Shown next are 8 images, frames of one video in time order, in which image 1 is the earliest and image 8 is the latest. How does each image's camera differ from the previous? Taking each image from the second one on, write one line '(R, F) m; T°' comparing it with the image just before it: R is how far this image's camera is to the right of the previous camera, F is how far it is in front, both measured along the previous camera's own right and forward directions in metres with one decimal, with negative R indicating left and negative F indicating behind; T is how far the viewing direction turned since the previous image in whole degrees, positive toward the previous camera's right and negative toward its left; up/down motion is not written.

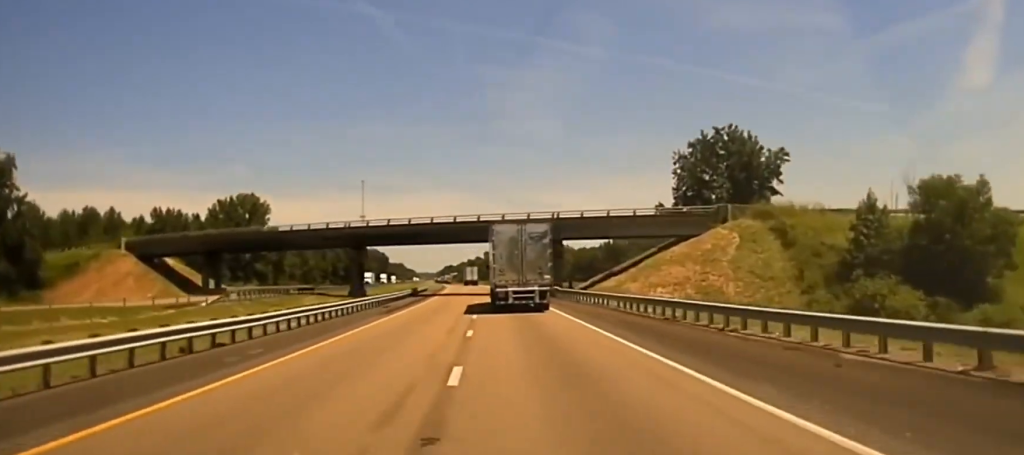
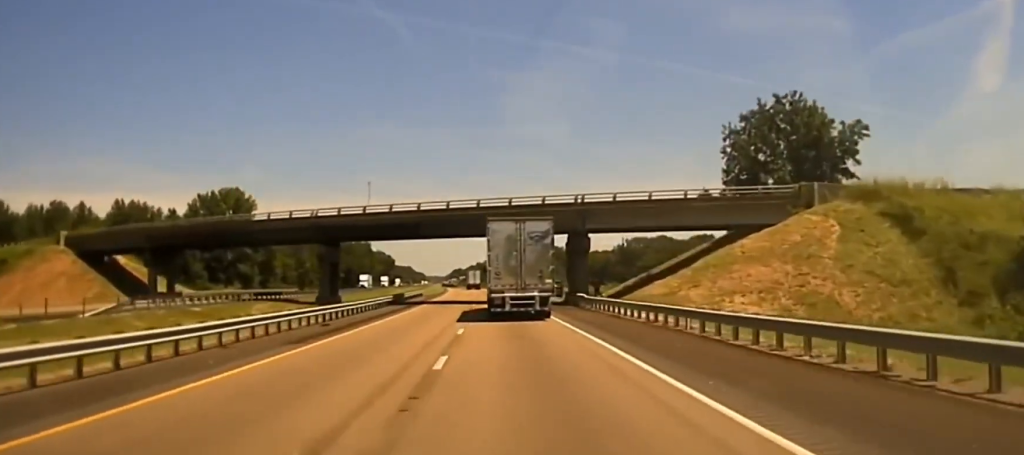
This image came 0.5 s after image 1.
(-0.3, +27.8) m; -1°
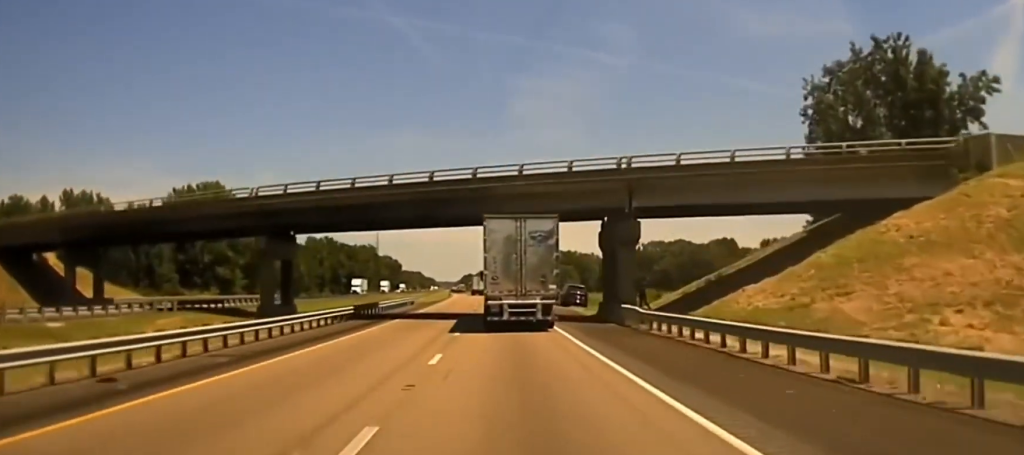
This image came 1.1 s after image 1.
(-0.3, +27.1) m; -1°
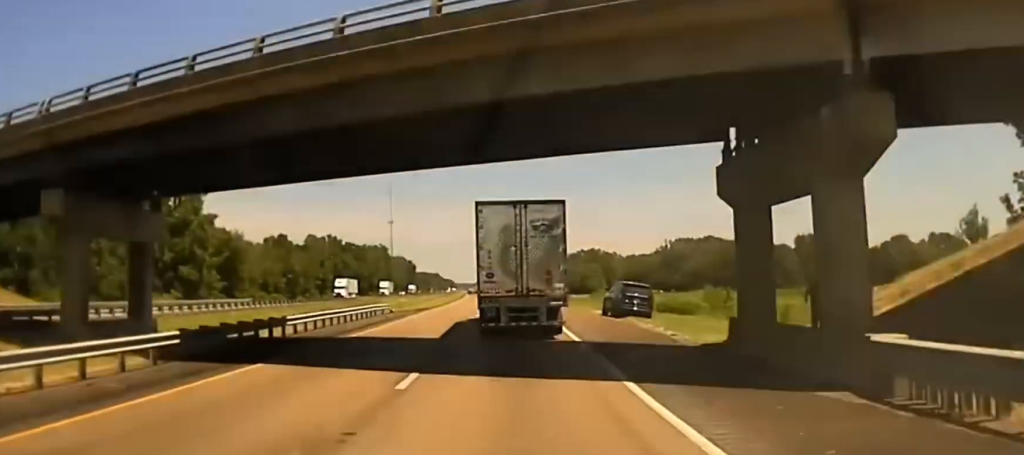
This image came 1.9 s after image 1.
(-0.3, +35.6) m; -2°
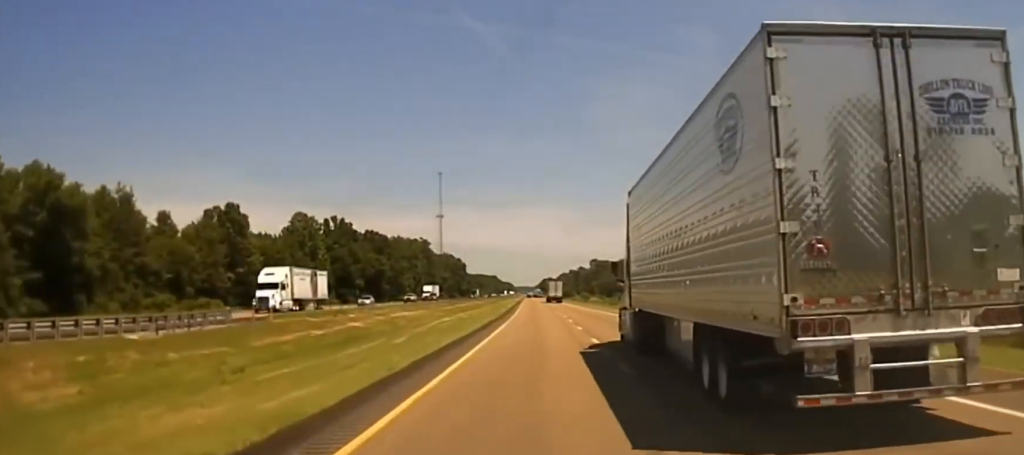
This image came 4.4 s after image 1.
(-3.2, +89.6) m; -2°
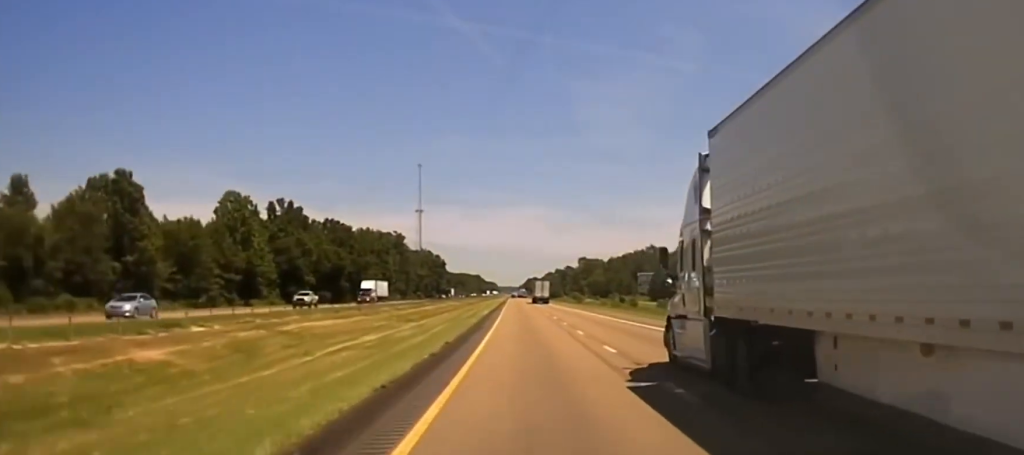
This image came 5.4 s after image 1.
(+0.3, +37.6) m; +1°
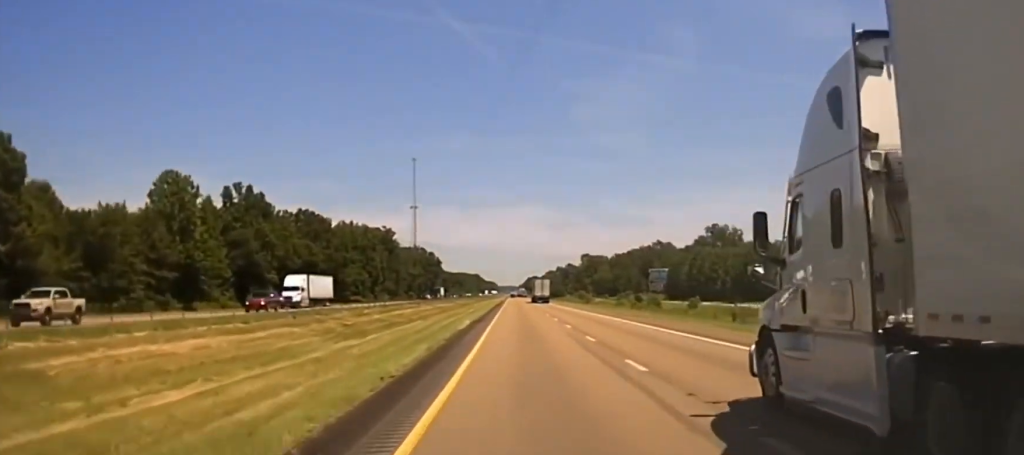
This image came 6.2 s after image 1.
(0.0, +33.1) m; 0°
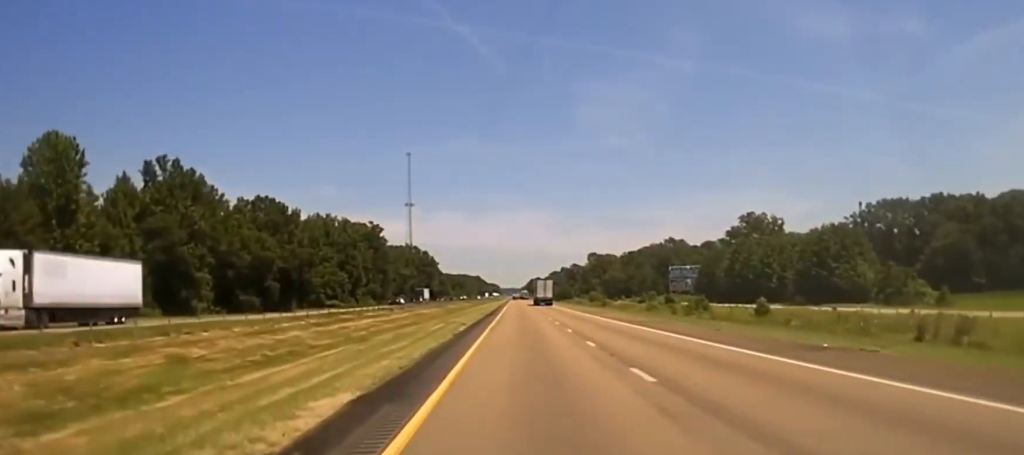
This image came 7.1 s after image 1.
(0.0, +44.2) m; 0°
